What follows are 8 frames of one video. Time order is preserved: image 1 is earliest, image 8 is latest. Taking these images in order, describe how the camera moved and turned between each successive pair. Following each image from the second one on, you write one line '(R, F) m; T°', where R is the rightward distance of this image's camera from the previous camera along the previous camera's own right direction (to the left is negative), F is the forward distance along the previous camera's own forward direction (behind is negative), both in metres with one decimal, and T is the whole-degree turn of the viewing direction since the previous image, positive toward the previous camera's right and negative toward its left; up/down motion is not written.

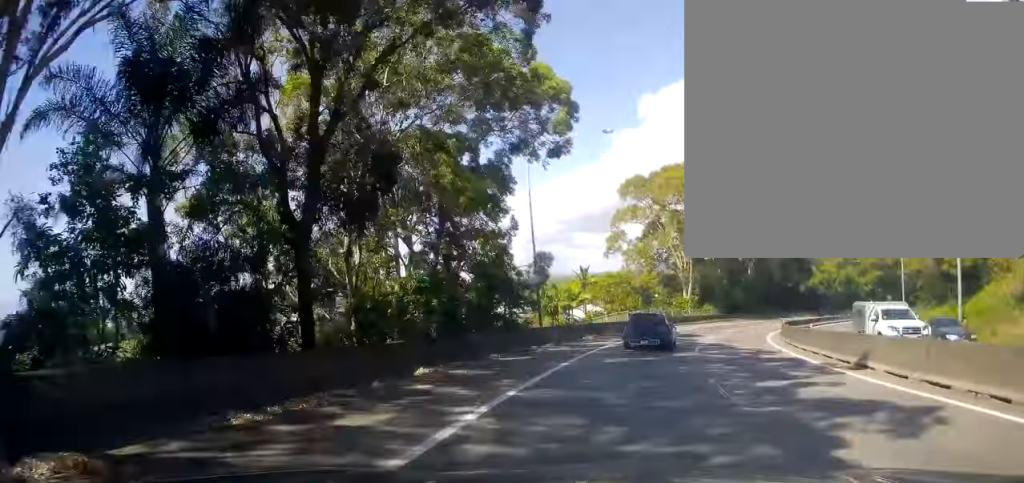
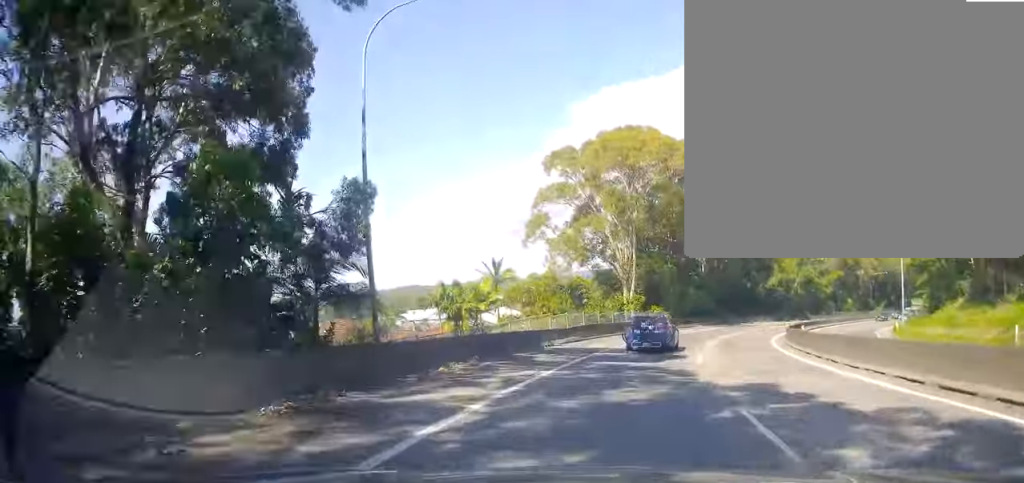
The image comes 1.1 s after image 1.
(+0.4, +16.7) m; +10°
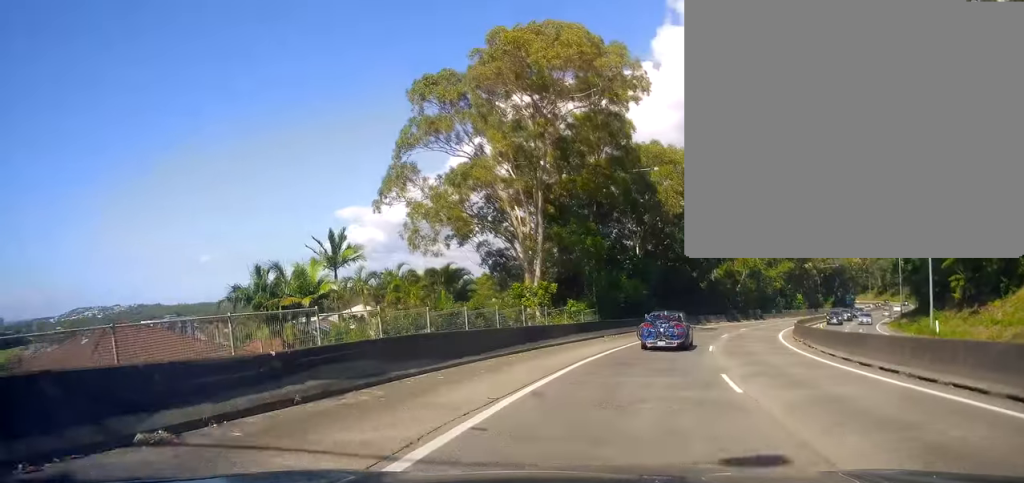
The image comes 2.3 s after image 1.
(+4.8, +18.4) m; +22°
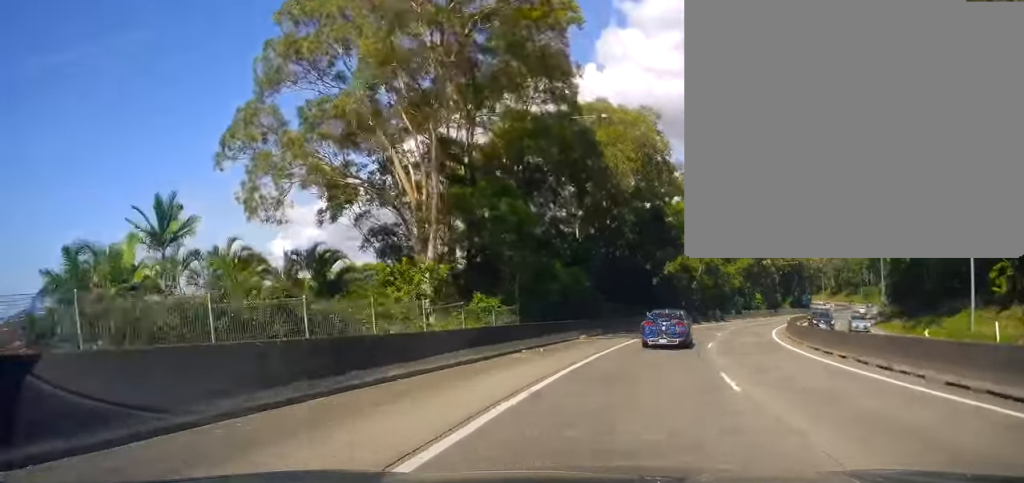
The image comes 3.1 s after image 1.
(+1.8, +11.8) m; 0°
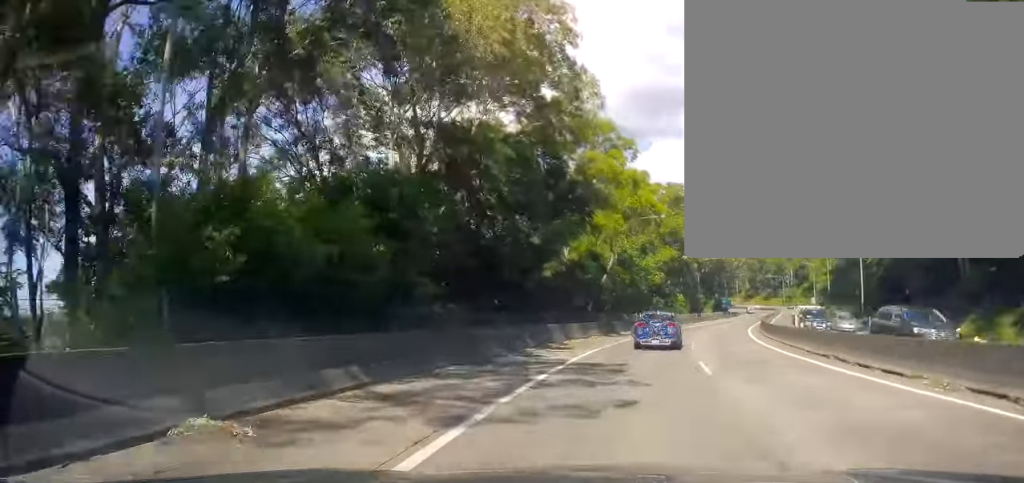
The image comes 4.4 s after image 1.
(-3.7, +22.2) m; -10°
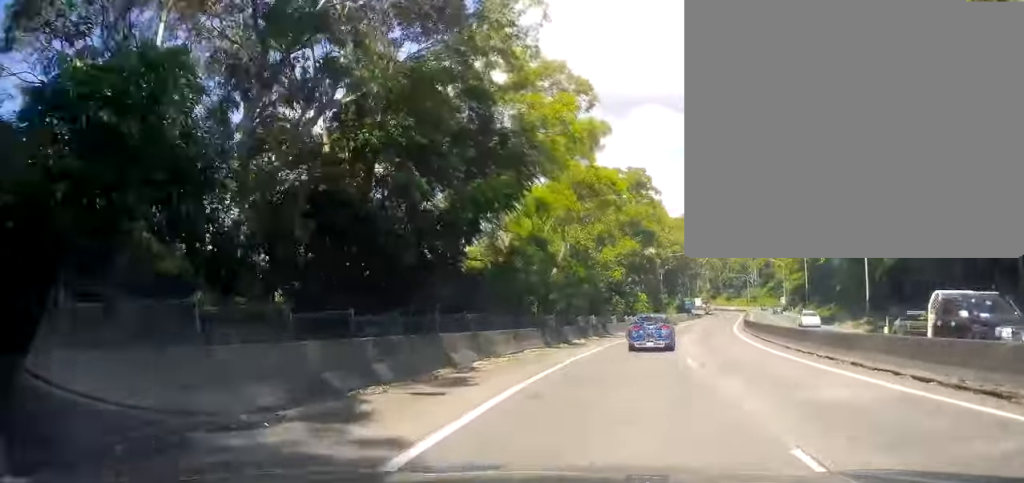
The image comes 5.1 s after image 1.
(0.0, +11.2) m; 0°
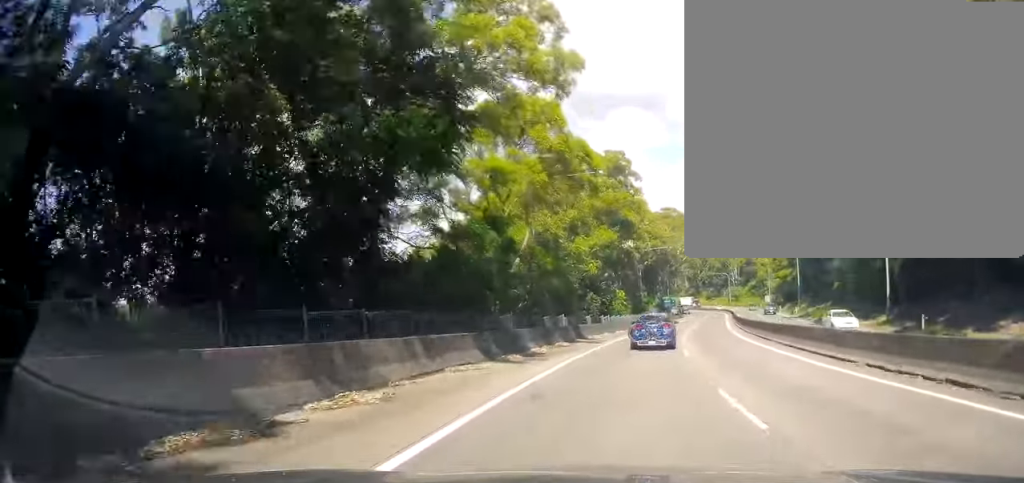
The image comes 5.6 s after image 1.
(0.0, +8.4) m; 0°
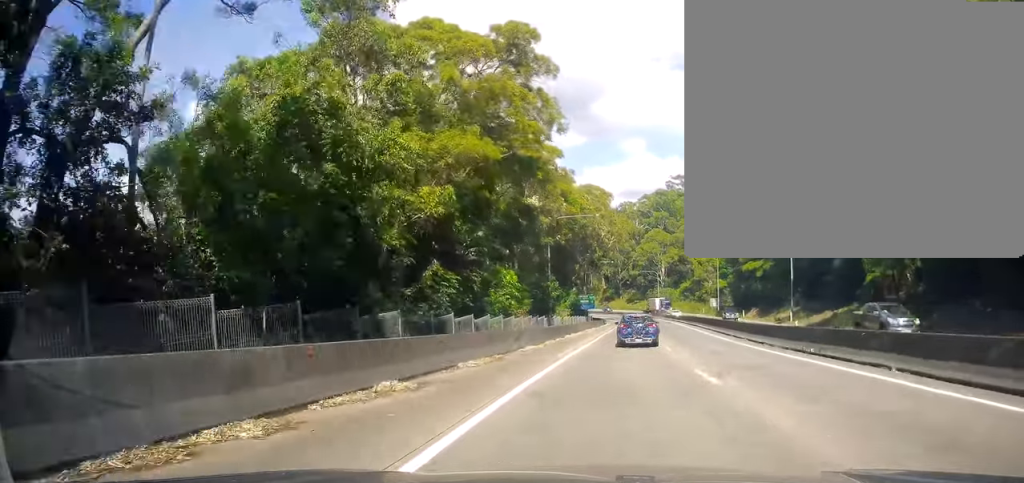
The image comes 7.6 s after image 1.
(+4.8, +32.3) m; +22°
